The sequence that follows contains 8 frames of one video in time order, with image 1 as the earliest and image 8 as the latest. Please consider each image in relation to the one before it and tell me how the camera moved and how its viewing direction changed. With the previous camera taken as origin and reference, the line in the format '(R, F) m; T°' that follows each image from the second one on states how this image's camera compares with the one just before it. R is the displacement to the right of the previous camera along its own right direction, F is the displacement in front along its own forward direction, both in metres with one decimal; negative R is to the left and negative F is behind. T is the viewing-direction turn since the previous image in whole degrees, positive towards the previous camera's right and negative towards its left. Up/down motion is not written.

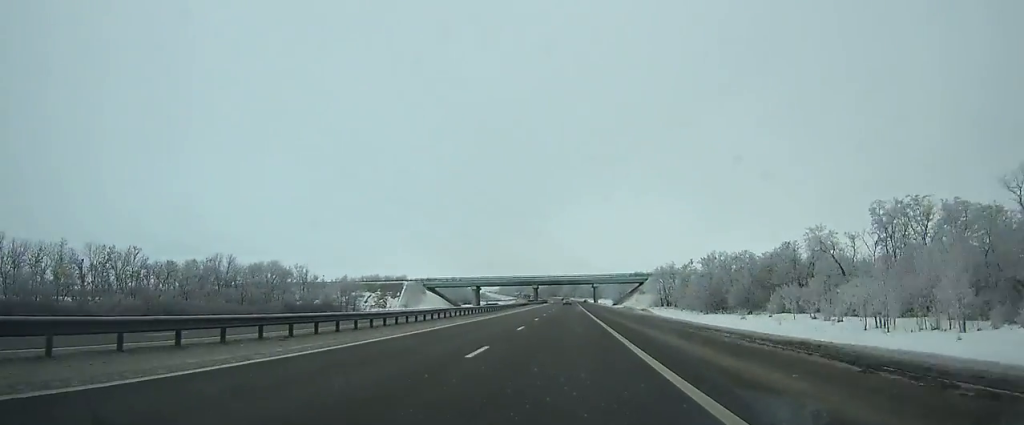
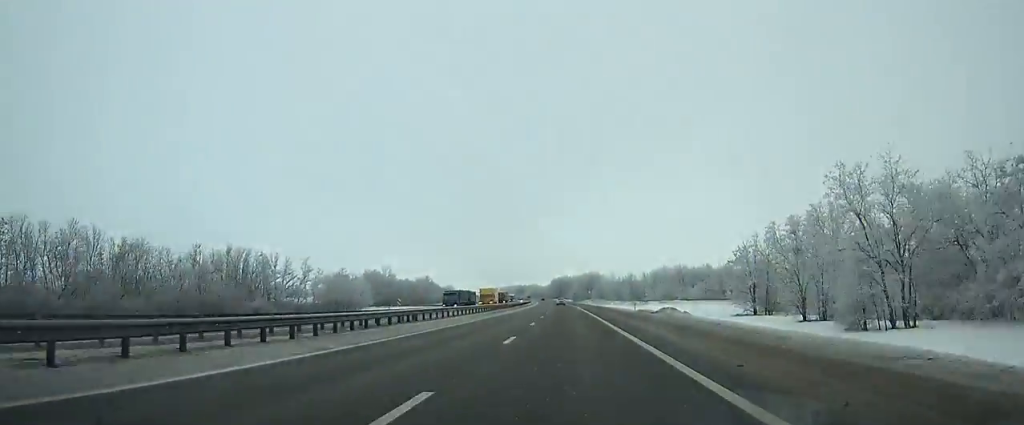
(-1.1, +214.4) m; -2°
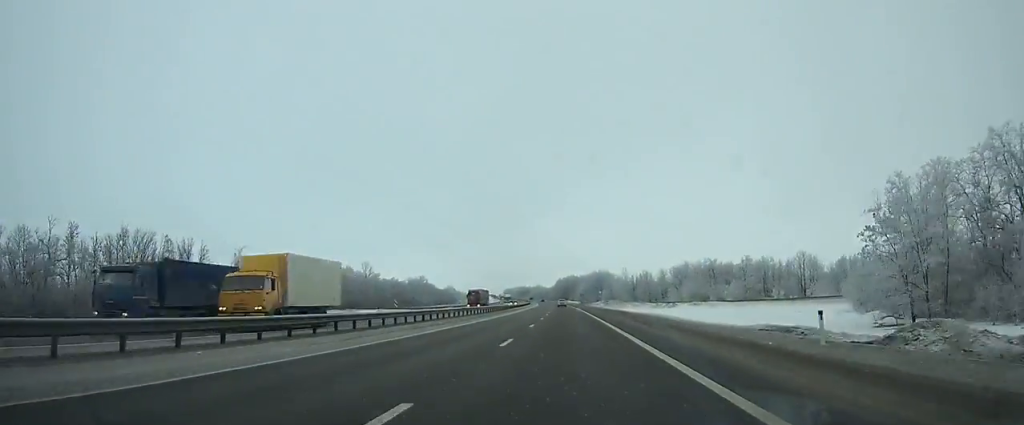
(-0.6, +40.1) m; -1°
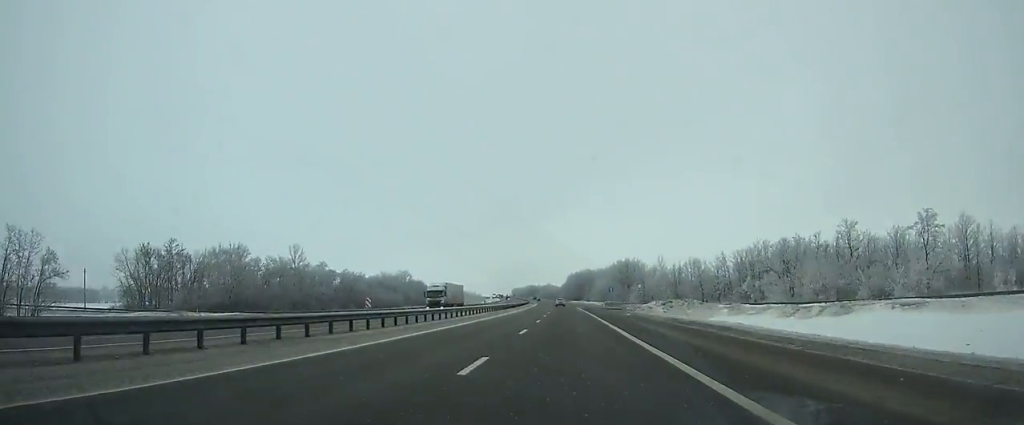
(-1.0, +80.9) m; -1°
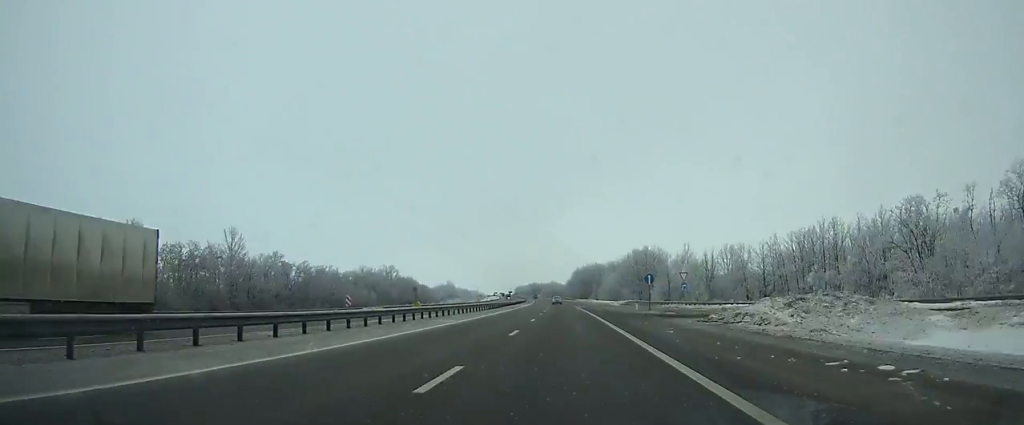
(+0.1, +38.0) m; -1°
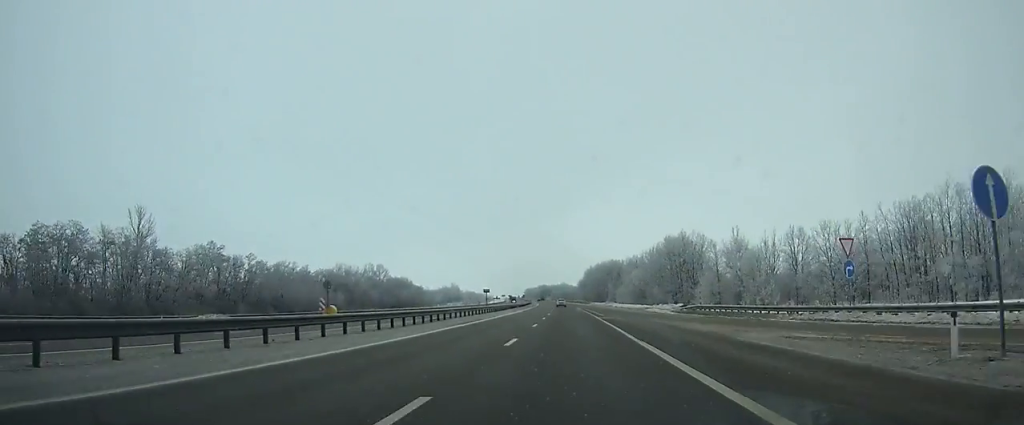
(-0.5, +39.4) m; -1°
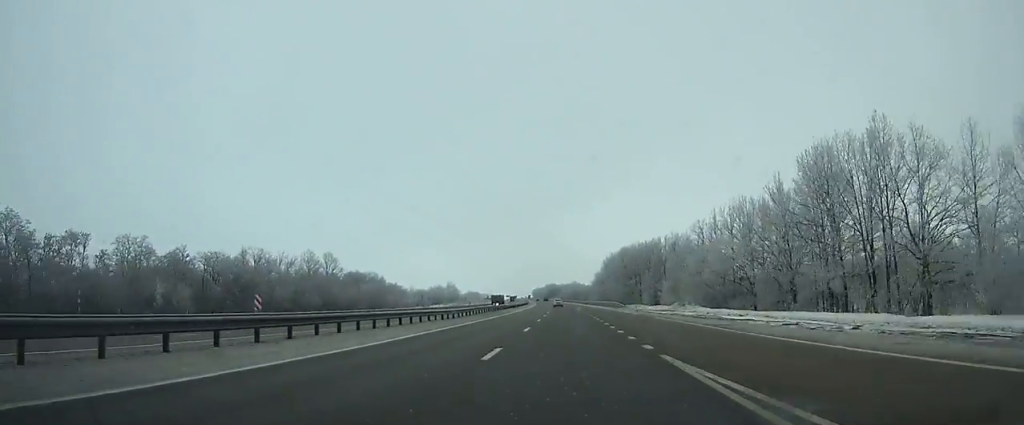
(-1.0, +77.4) m; -1°
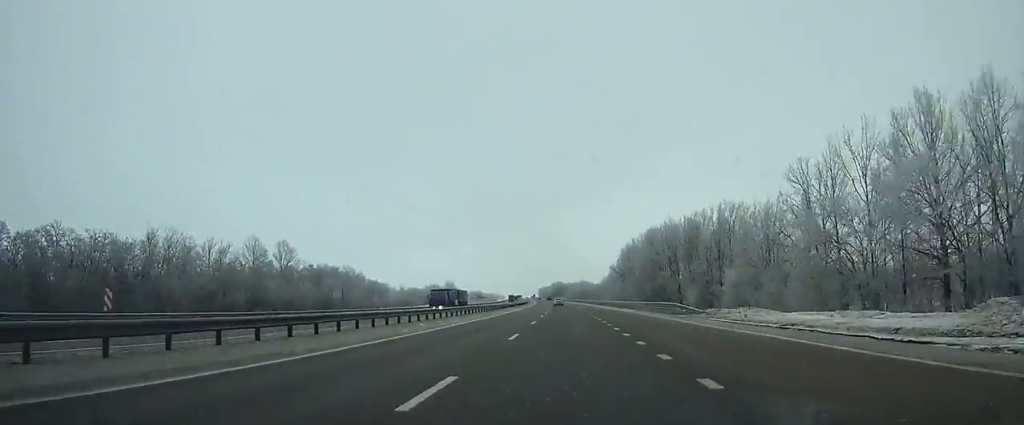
(0.0, +43.2) m; -1°
